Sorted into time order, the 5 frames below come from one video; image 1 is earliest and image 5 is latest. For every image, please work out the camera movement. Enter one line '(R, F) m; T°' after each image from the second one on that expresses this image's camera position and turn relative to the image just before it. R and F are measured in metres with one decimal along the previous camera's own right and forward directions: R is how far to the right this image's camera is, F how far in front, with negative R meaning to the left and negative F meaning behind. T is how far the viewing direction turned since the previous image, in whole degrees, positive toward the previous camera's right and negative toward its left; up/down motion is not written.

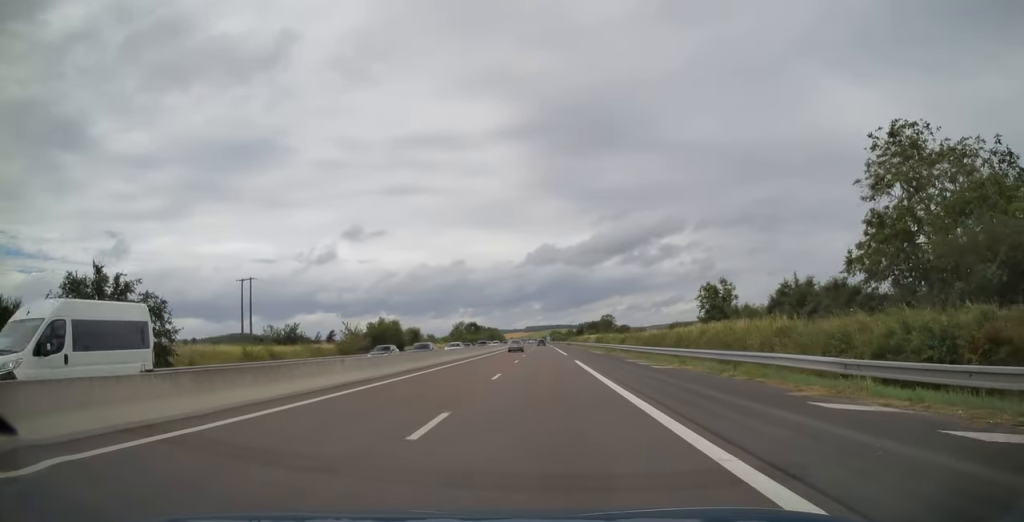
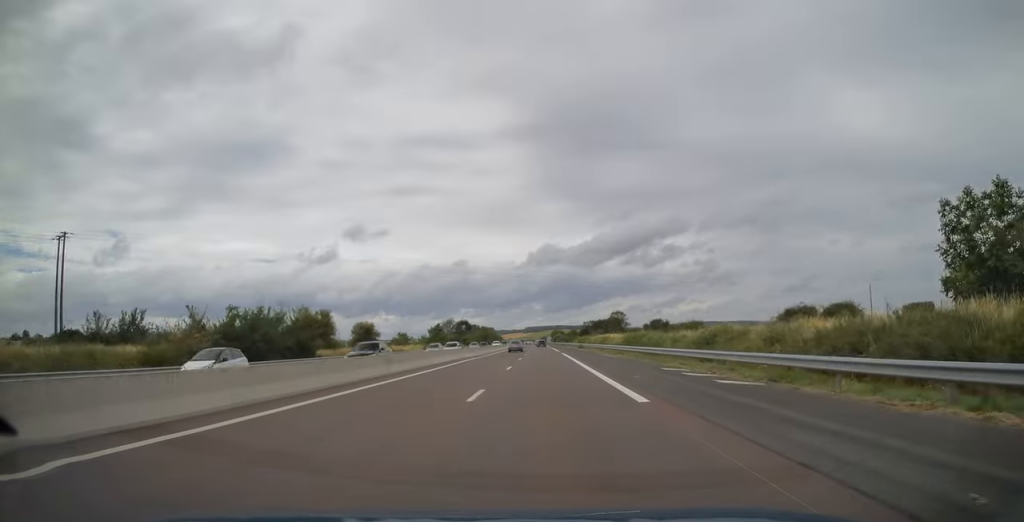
(-0.1, +39.2) m; 0°
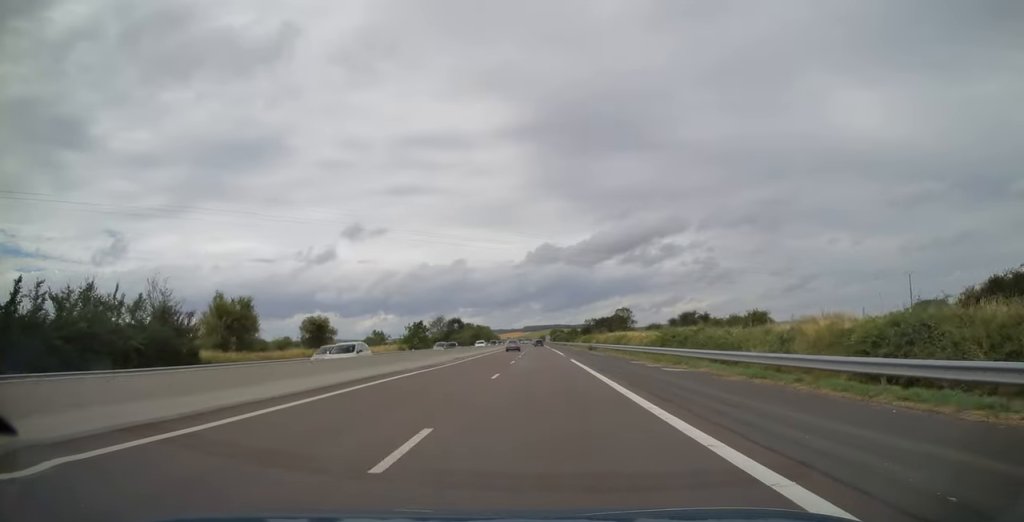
(0.0, +22.0) m; 0°
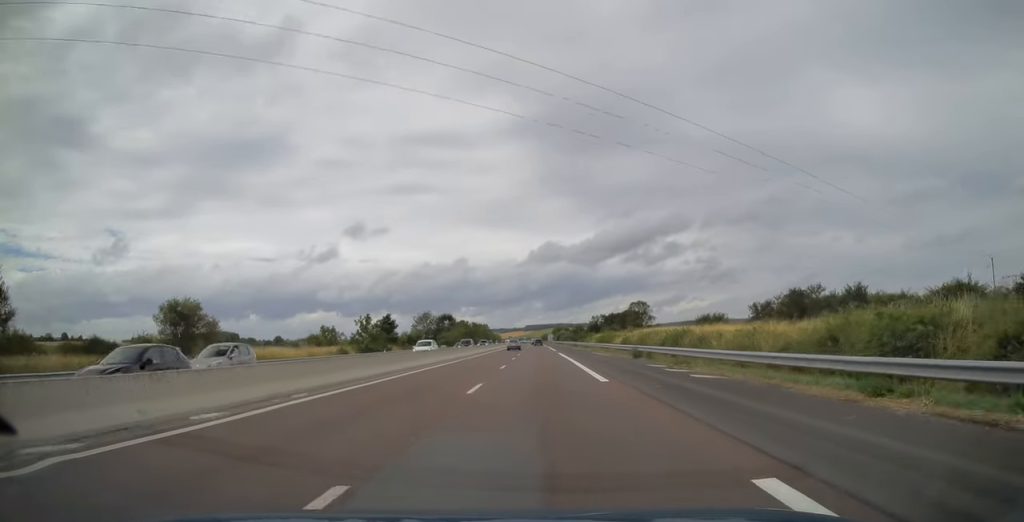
(0.0, +33.3) m; 0°
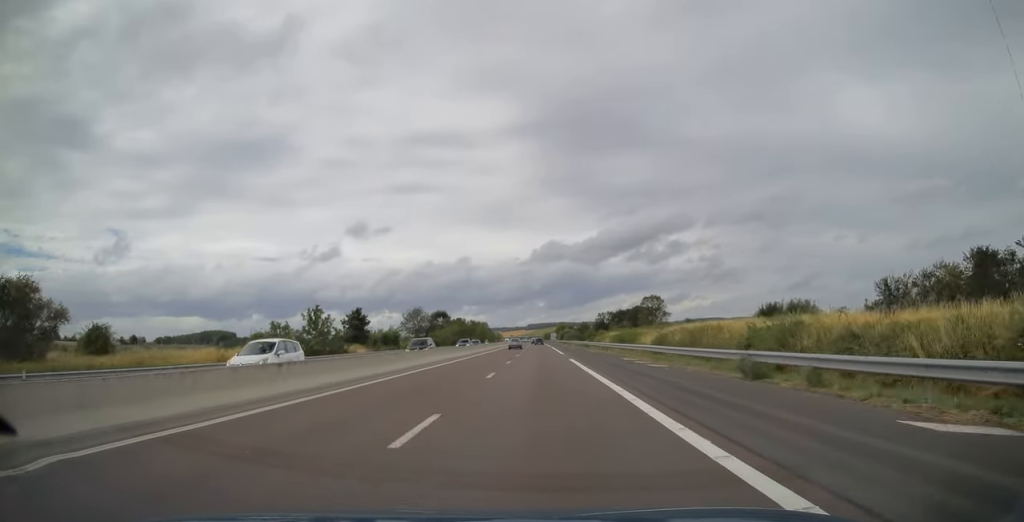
(0.0, +20.4) m; 0°
